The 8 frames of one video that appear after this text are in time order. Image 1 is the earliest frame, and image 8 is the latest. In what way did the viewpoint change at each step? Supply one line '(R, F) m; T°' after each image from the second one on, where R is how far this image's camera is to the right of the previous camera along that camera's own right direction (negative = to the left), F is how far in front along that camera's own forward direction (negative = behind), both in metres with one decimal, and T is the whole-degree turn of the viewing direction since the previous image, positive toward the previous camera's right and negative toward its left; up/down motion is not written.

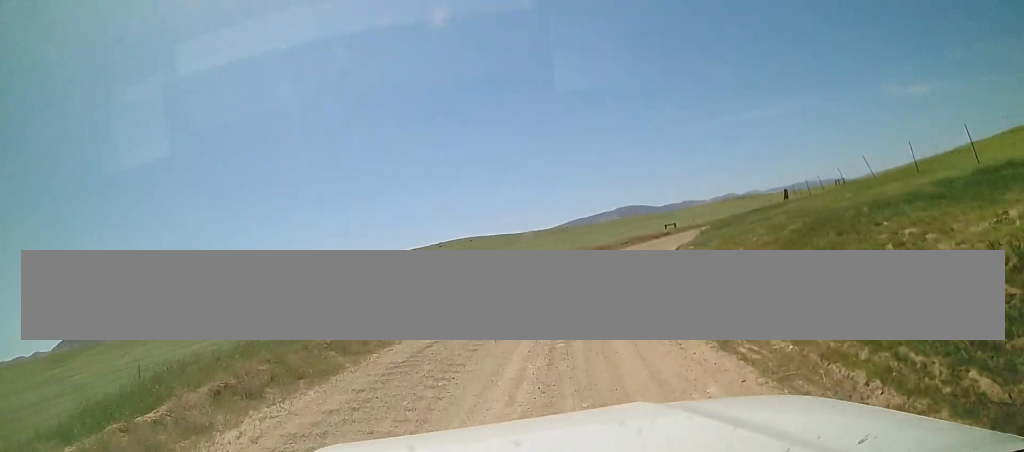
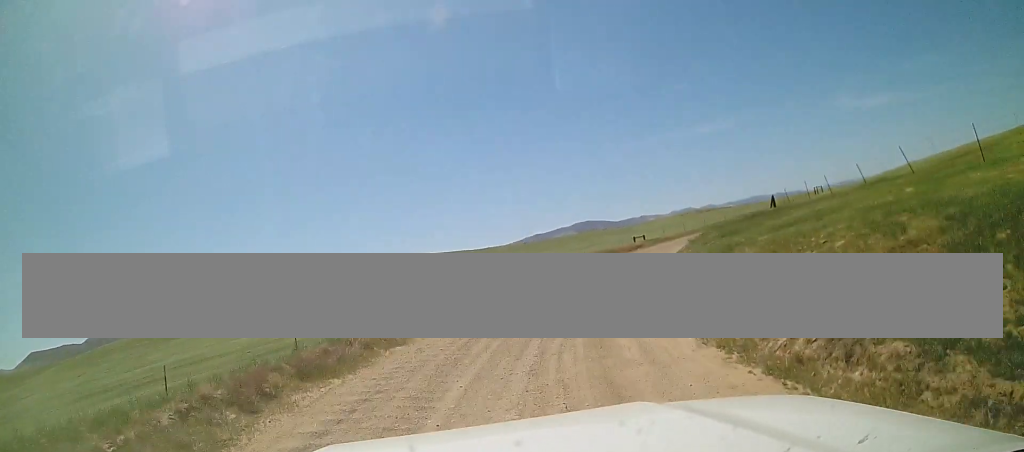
(+0.5, +5.4) m; +5°
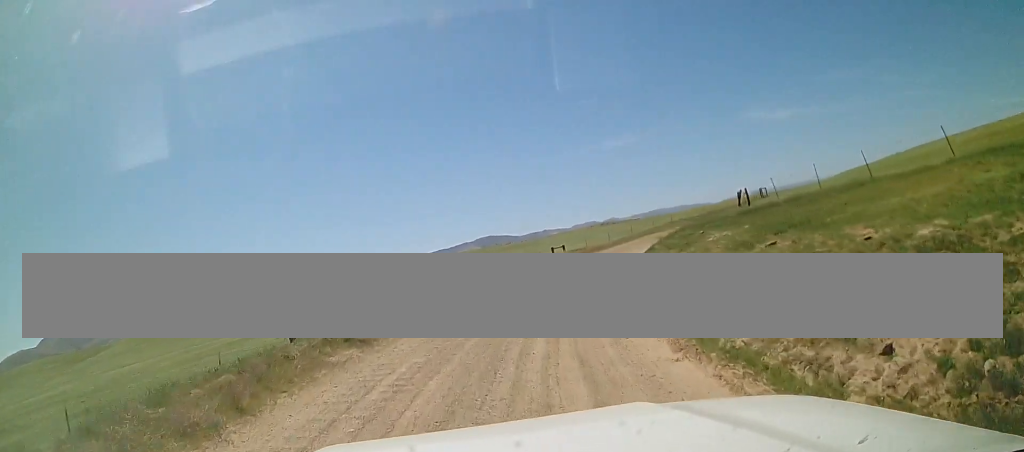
(+0.5, +10.8) m; +6°
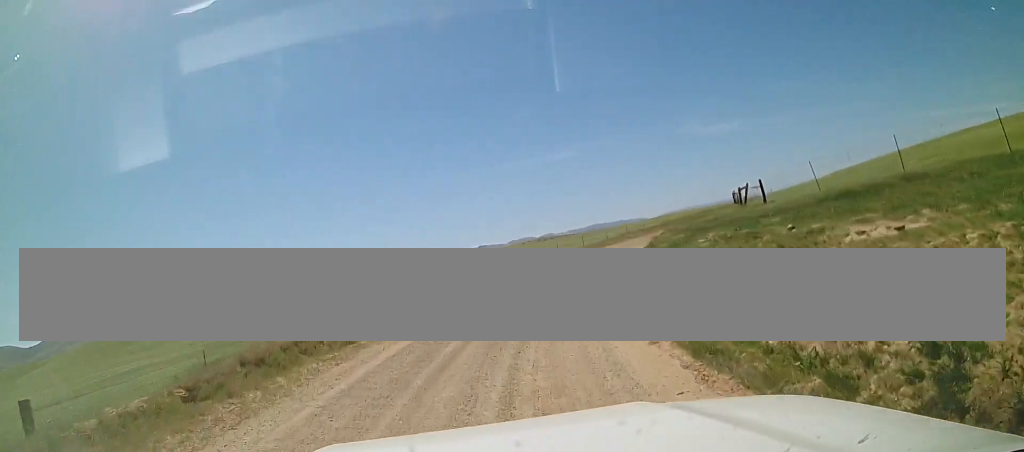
(+0.6, +9.4) m; +6°
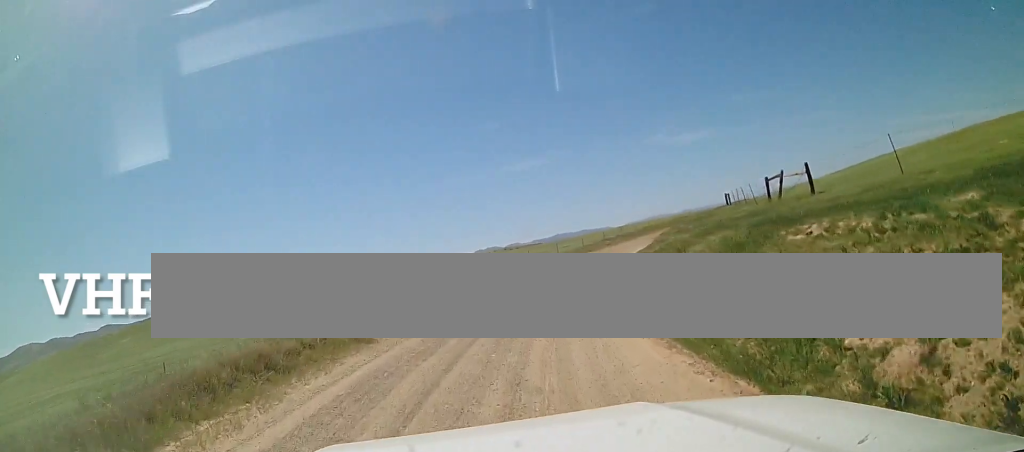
(+0.2, +6.5) m; +3°
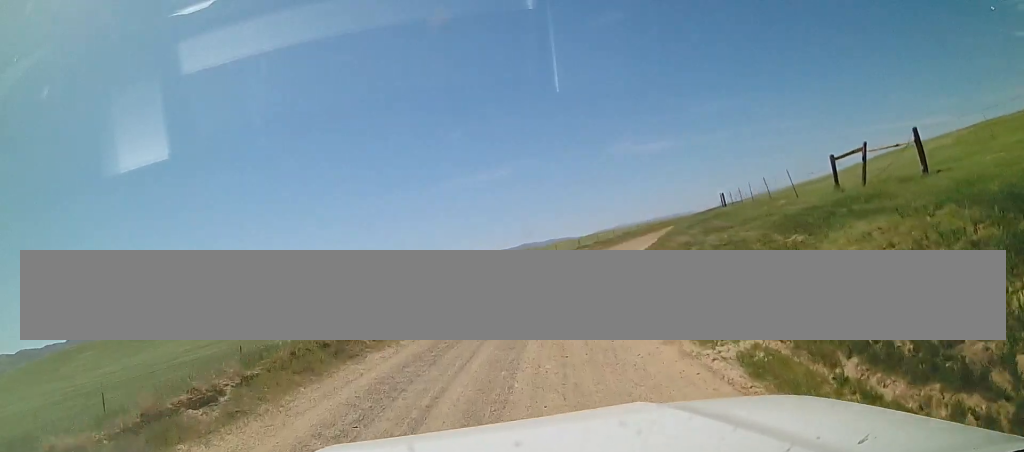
(+0.1, +7.4) m; +3°
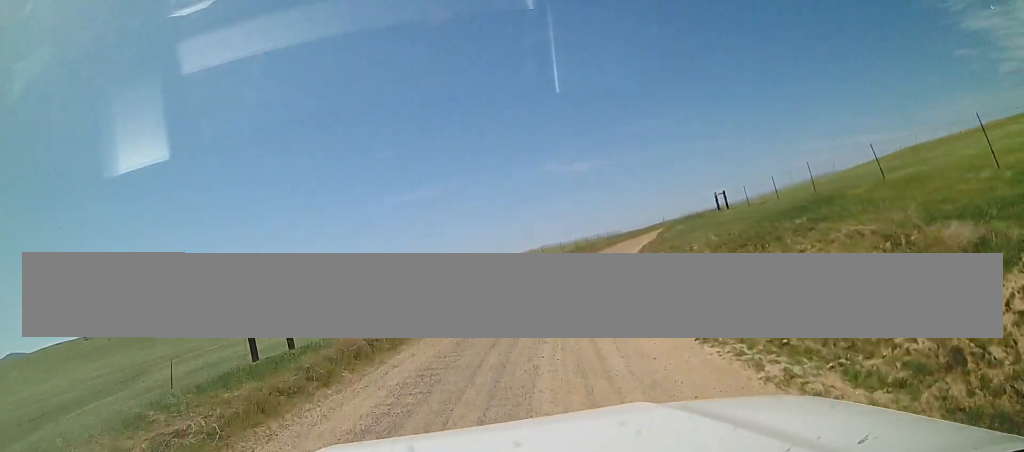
(+1.1, +12.6) m; +8°
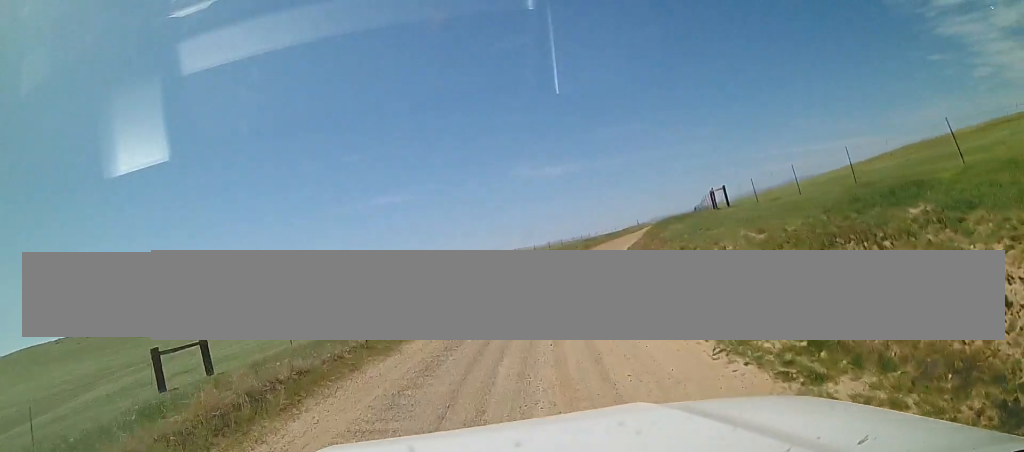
(+0.1, +4.2) m; +2°
